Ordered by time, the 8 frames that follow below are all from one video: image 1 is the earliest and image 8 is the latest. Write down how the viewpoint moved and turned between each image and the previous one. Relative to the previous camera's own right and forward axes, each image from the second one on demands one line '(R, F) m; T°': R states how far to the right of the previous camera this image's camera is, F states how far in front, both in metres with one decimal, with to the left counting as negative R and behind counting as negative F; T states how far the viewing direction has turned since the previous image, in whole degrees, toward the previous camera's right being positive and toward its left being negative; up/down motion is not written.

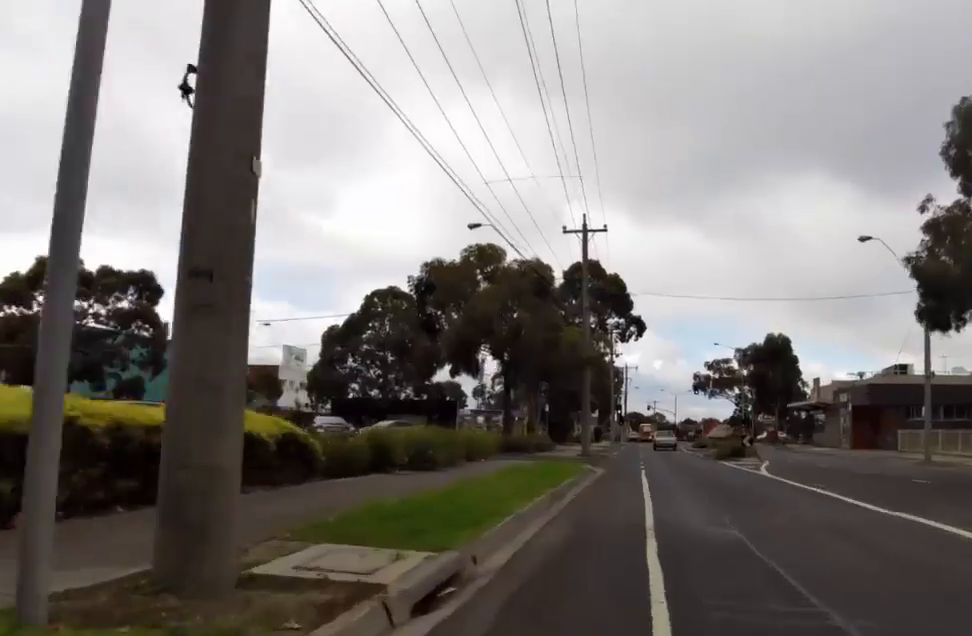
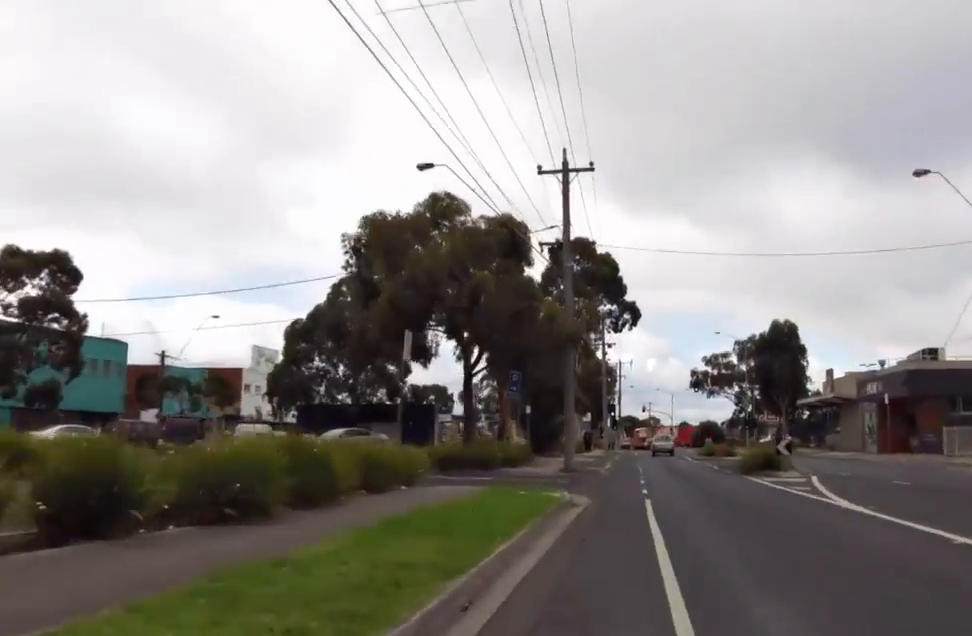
(-0.9, +7.4) m; -1°
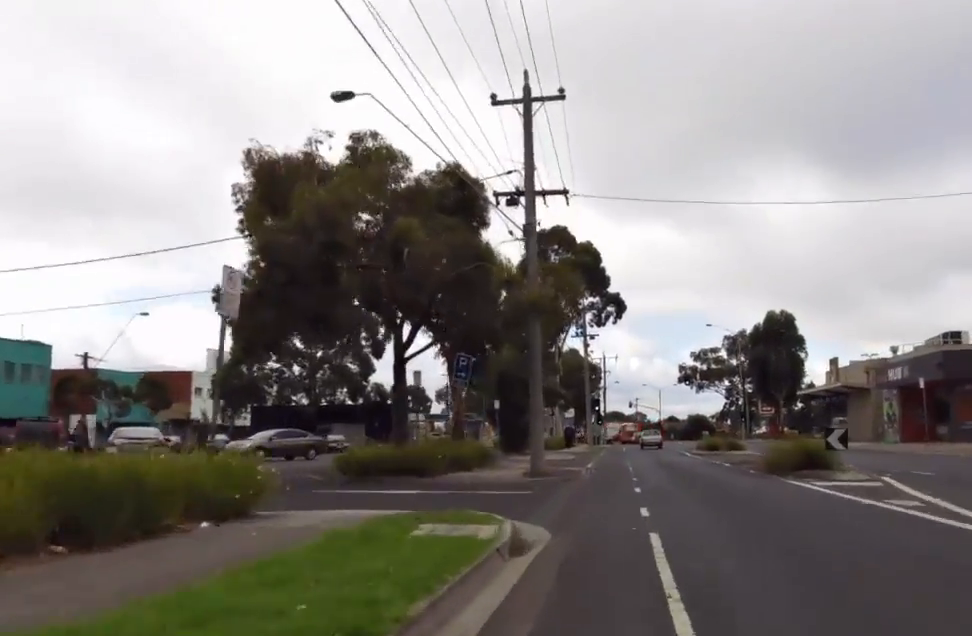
(+0.2, +6.7) m; -1°
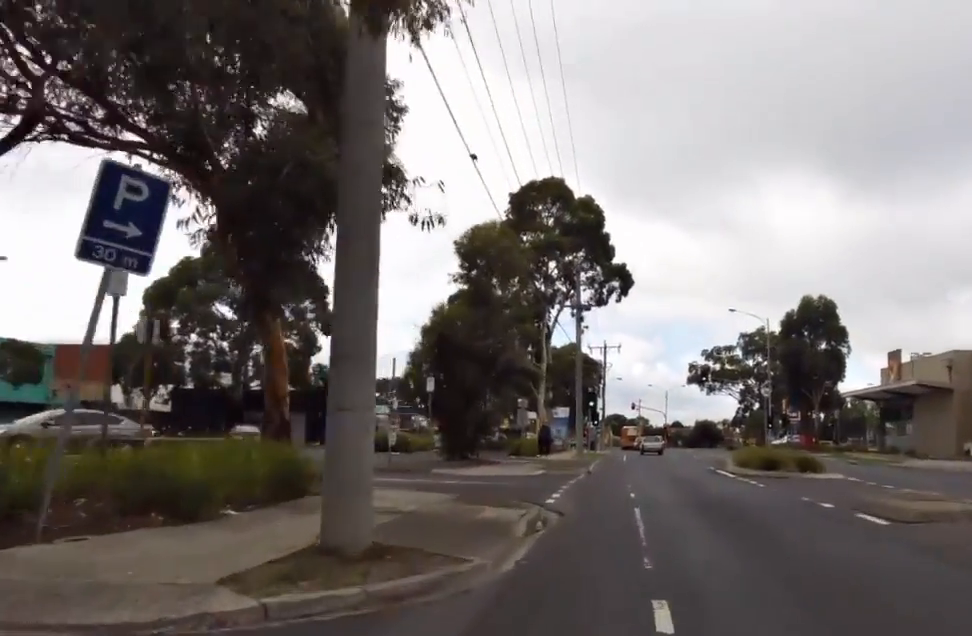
(-0.7, +14.6) m; 0°
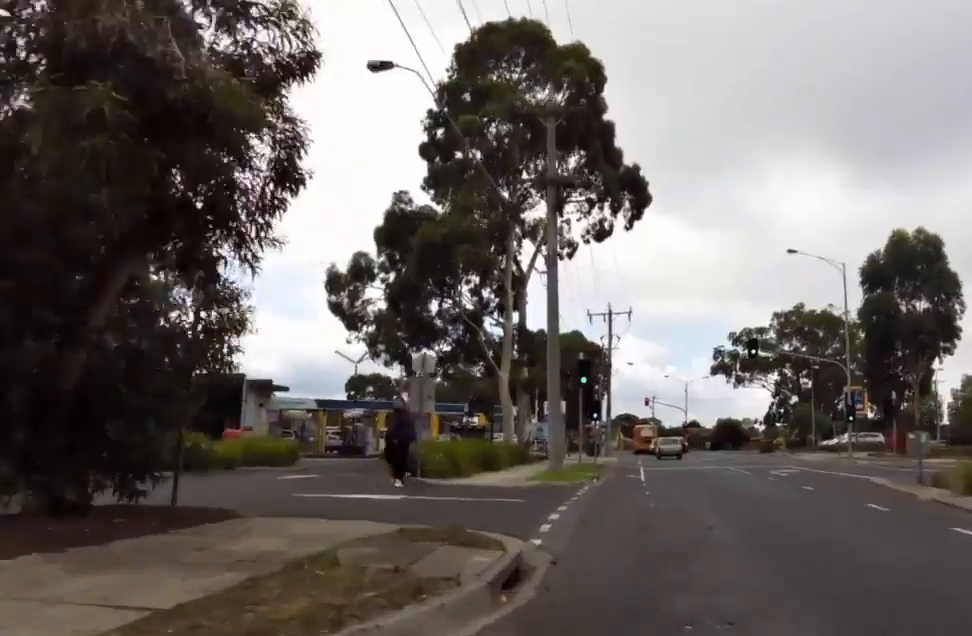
(+0.4, +20.8) m; +1°
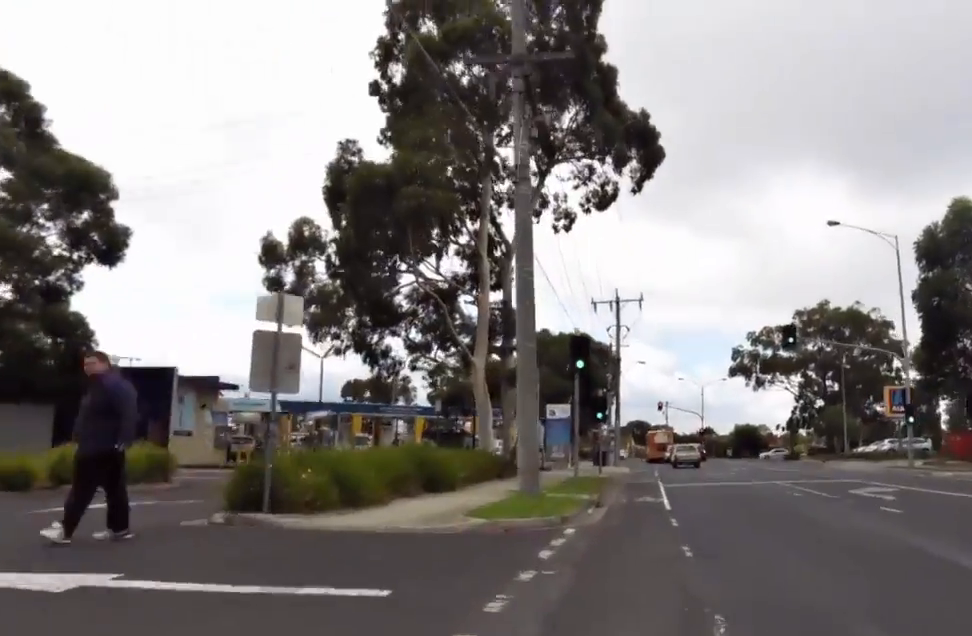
(+0.9, +7.8) m; 0°
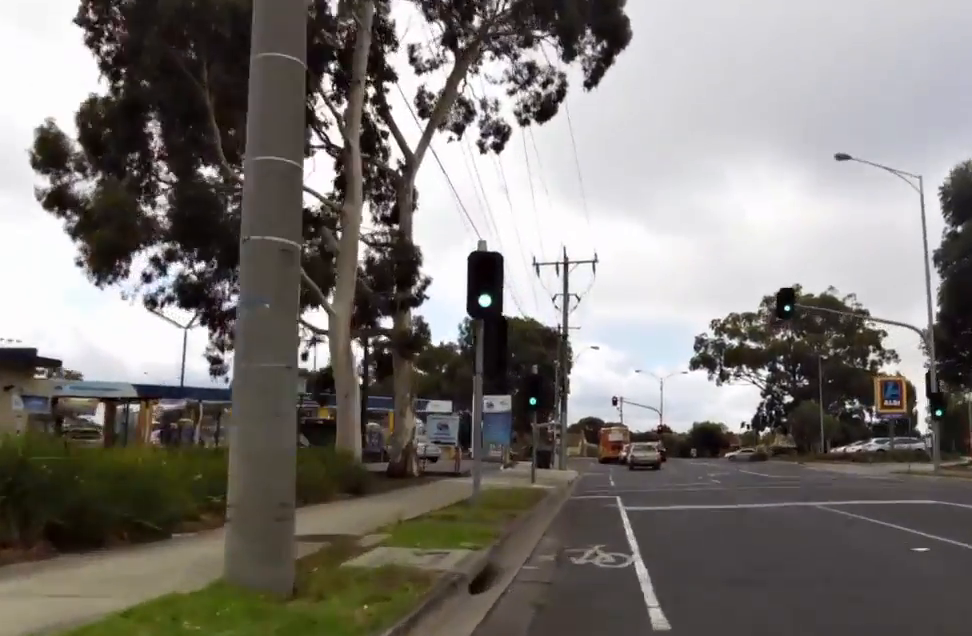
(-1.0, +8.7) m; +2°
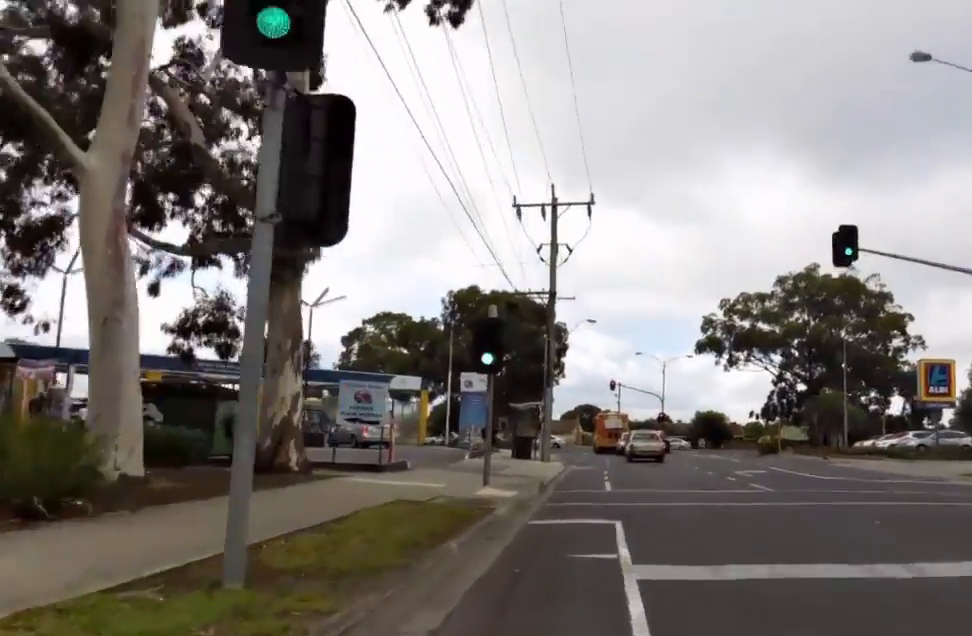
(+1.0, +7.4) m; +6°
